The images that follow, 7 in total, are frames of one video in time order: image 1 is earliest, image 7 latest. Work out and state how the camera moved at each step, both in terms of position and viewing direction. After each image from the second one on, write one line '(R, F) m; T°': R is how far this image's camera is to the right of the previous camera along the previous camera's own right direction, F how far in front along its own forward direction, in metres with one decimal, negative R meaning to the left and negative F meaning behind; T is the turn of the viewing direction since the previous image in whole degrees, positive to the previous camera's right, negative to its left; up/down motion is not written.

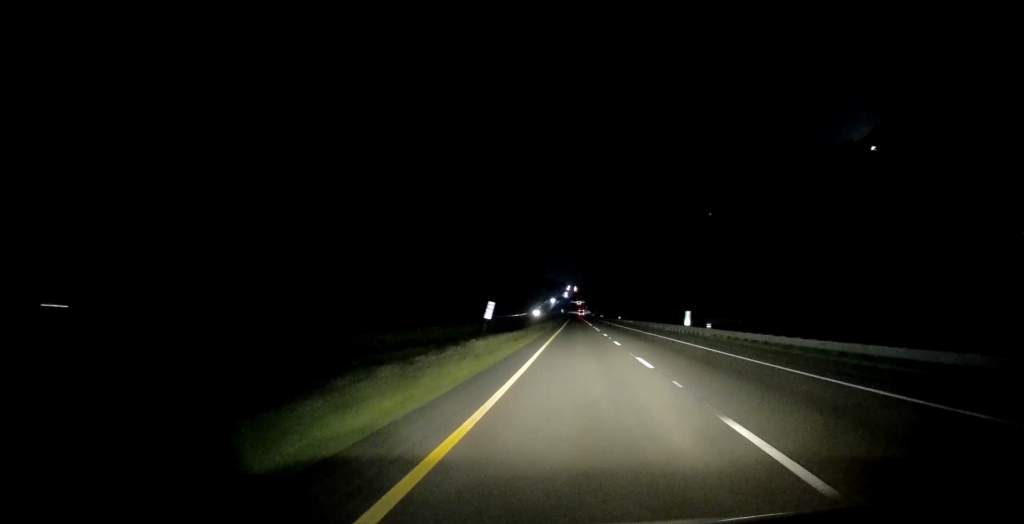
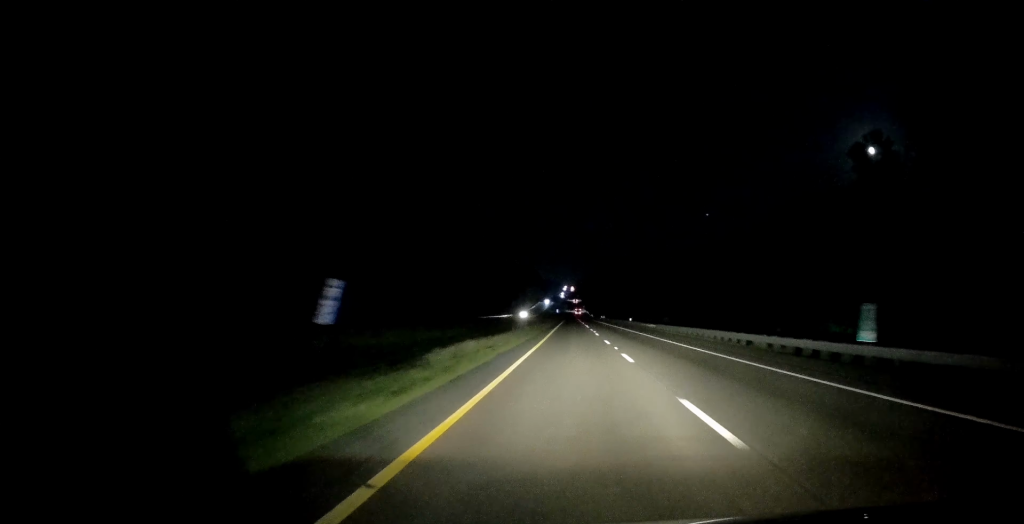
(0.0, +34.2) m; 0°
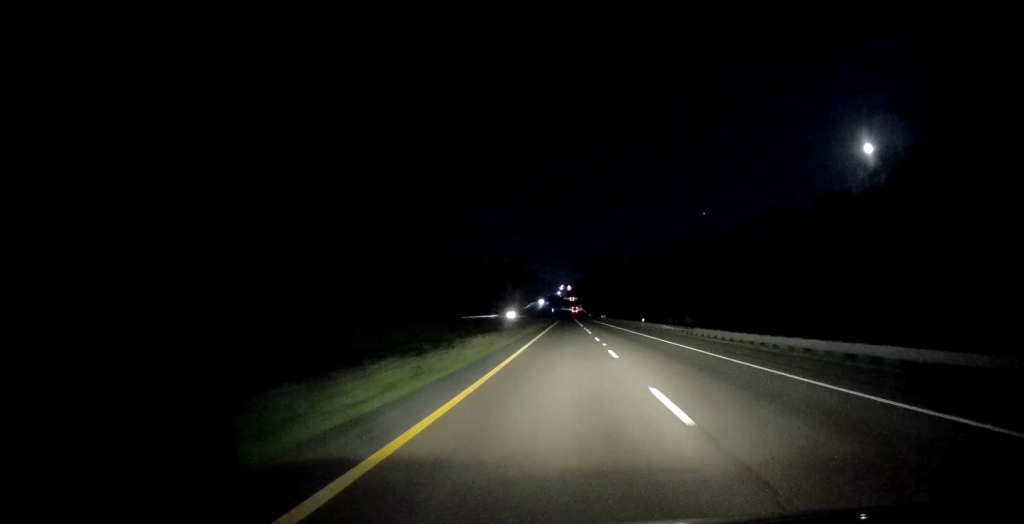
(-0.2, +22.7) m; 0°
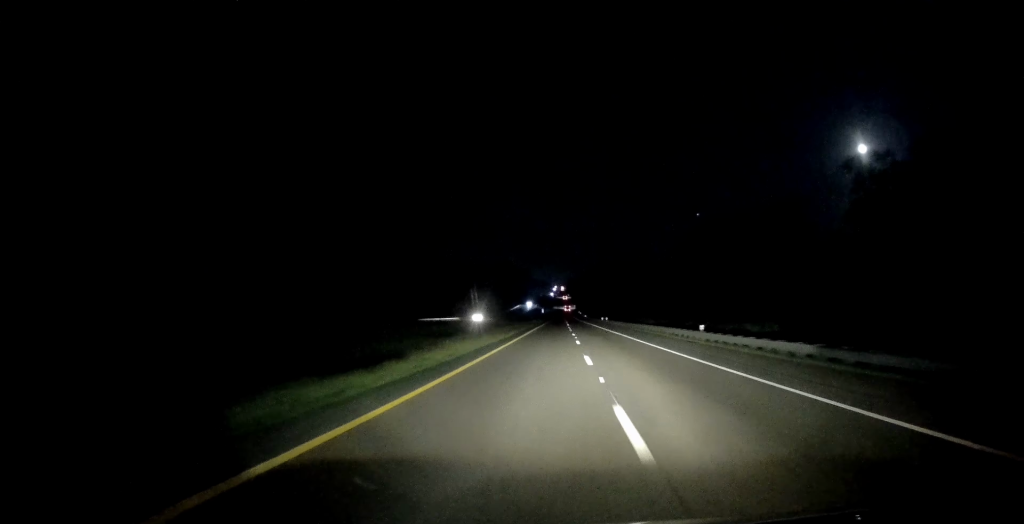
(+0.5, +38.5) m; +1°
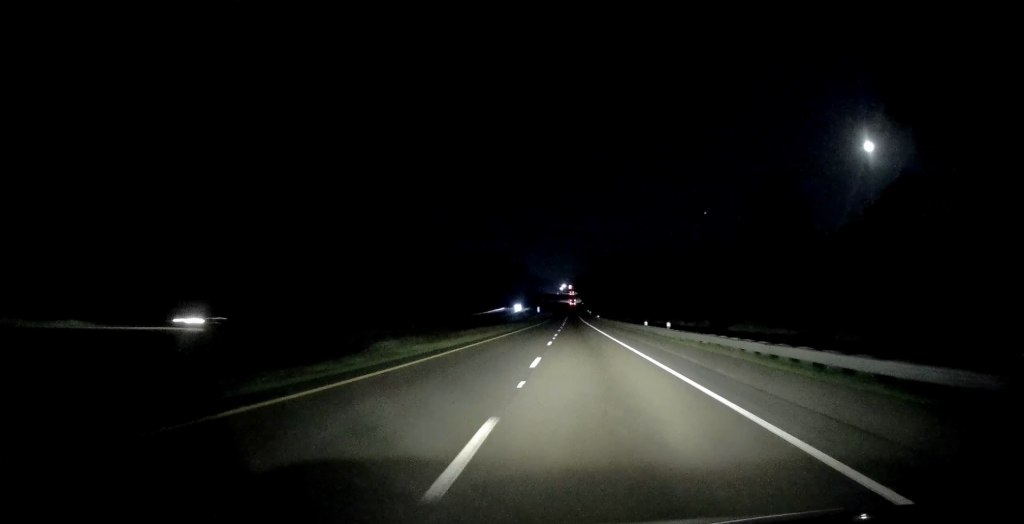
(+0.2, +74.3) m; 0°
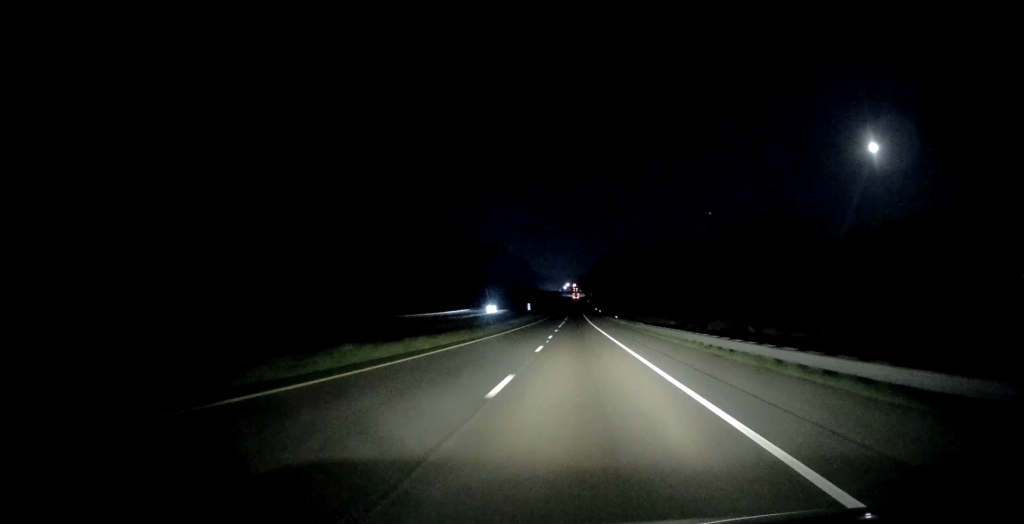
(-0.1, +56.0) m; 0°
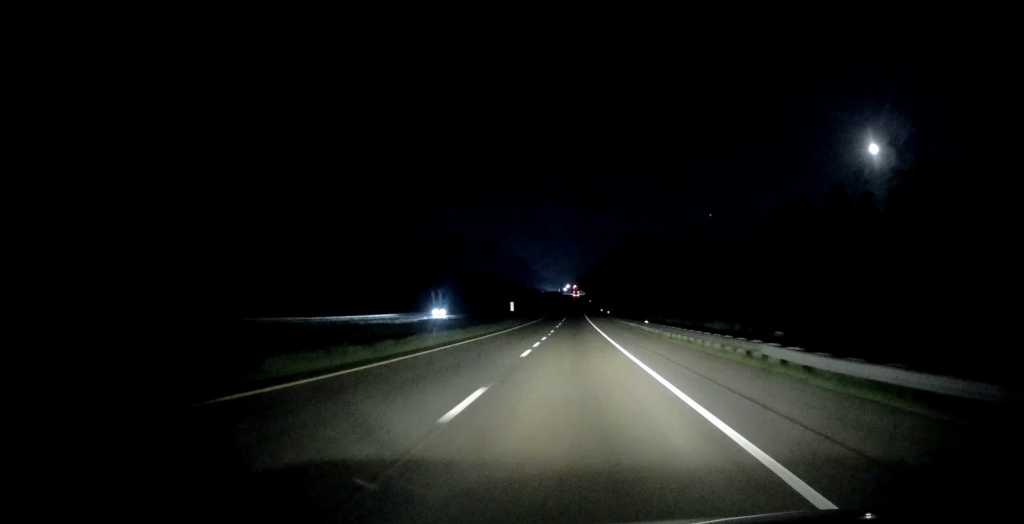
(-0.2, +39.0) m; -1°
